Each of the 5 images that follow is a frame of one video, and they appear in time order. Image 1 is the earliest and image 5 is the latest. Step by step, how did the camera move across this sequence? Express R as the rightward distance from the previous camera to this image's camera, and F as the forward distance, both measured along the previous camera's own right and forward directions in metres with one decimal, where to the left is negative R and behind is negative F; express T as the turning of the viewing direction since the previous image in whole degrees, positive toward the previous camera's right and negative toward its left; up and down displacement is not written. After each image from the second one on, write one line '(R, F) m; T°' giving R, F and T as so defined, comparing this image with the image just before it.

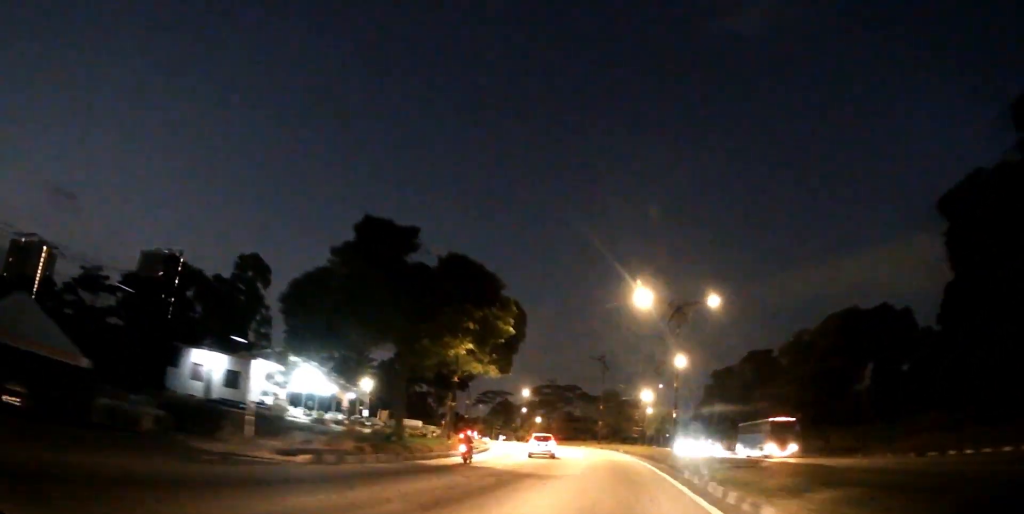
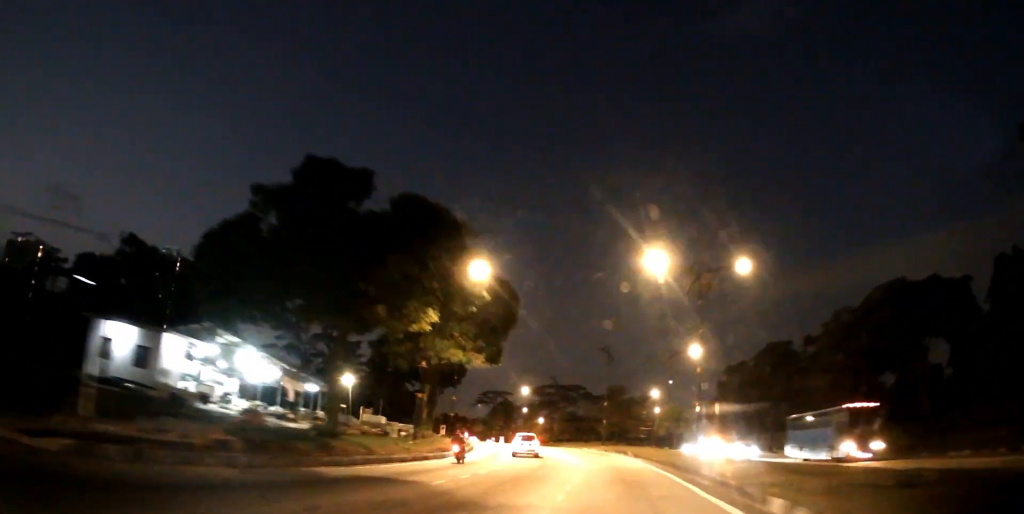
(0.0, +9.4) m; -1°
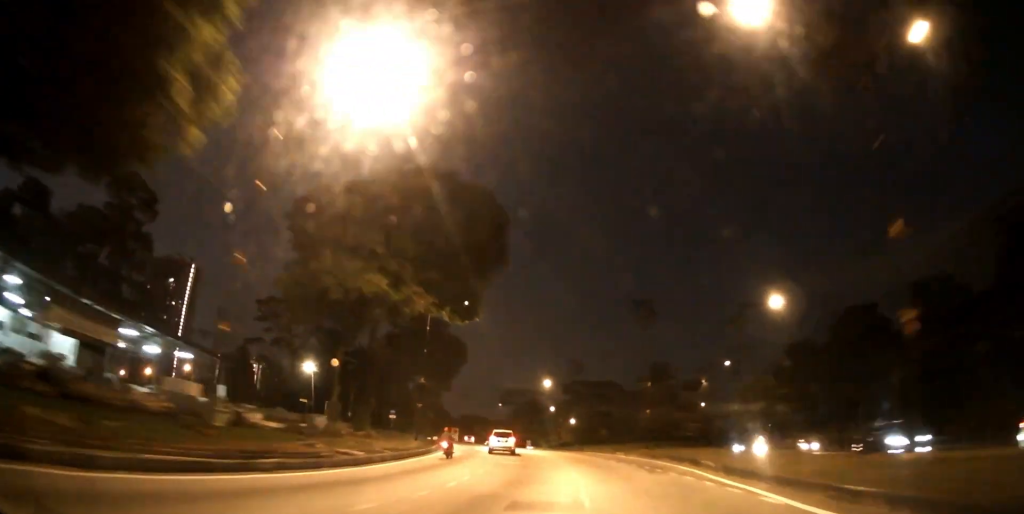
(-0.4, +23.0) m; -3°
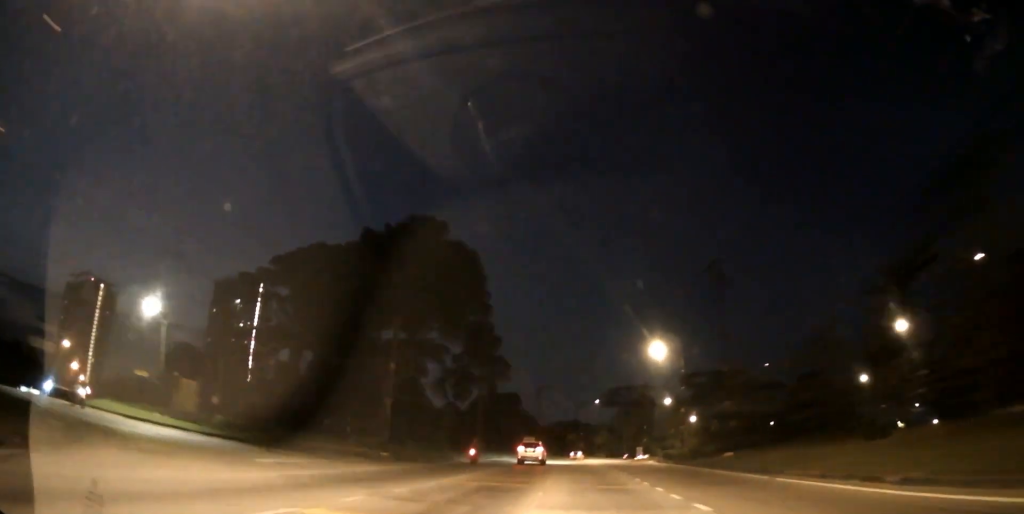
(-3.8, +43.1) m; -10°
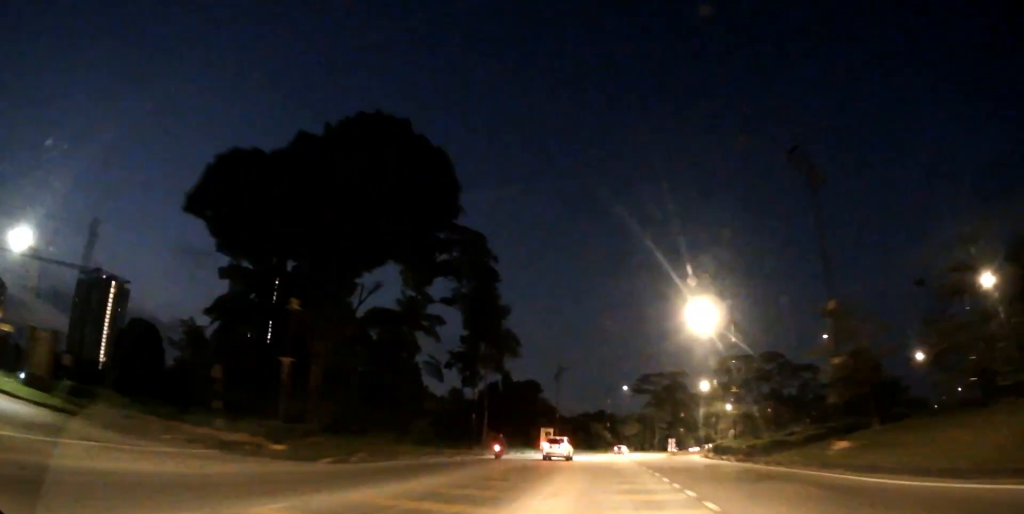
(-0.4, +13.5) m; -2°
